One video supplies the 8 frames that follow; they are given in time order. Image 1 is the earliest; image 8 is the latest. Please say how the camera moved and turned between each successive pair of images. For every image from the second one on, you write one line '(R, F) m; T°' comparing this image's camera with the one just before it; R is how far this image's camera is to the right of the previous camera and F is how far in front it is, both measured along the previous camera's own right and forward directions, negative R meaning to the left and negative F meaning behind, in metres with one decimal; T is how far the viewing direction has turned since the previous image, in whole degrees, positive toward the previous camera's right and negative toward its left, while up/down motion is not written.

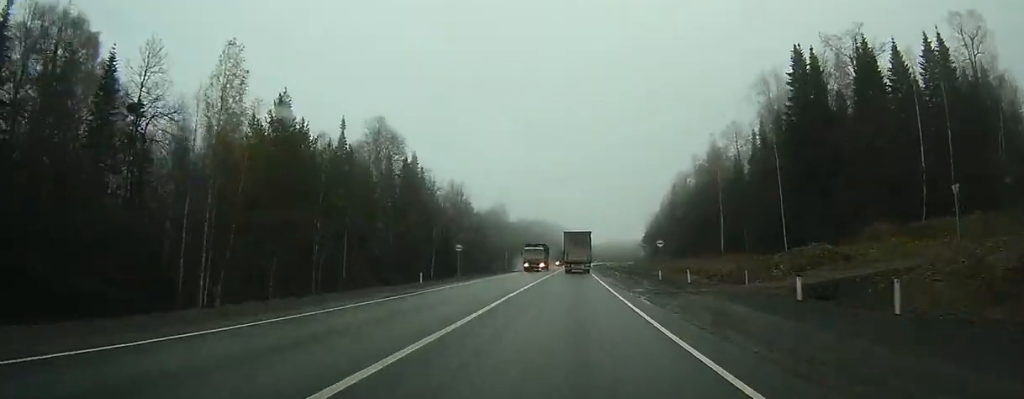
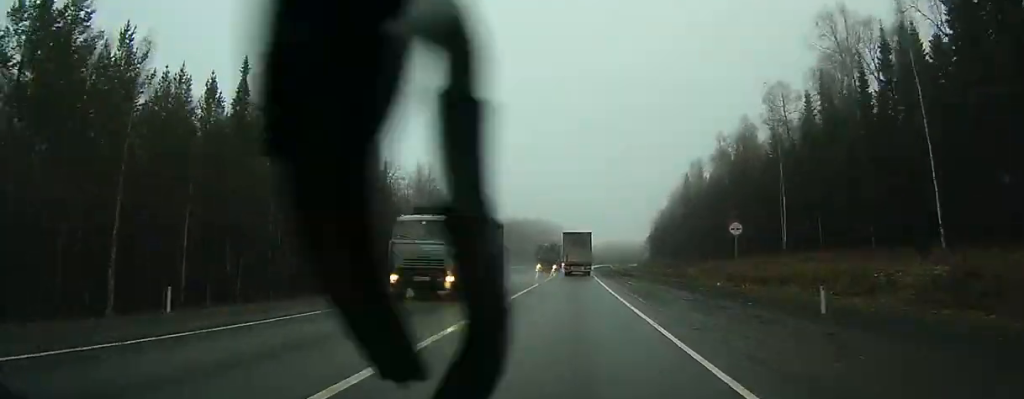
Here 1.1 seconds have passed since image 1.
(+0.1, +26.2) m; 0°
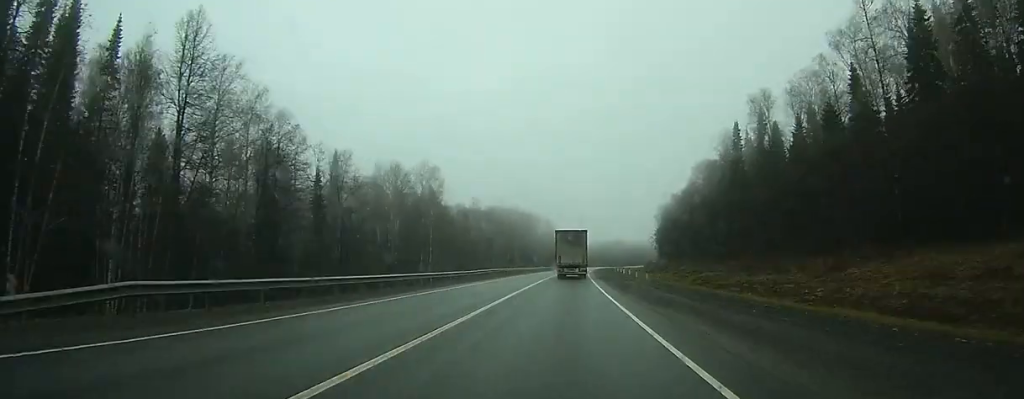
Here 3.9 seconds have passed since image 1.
(+0.3, +66.4) m; +1°
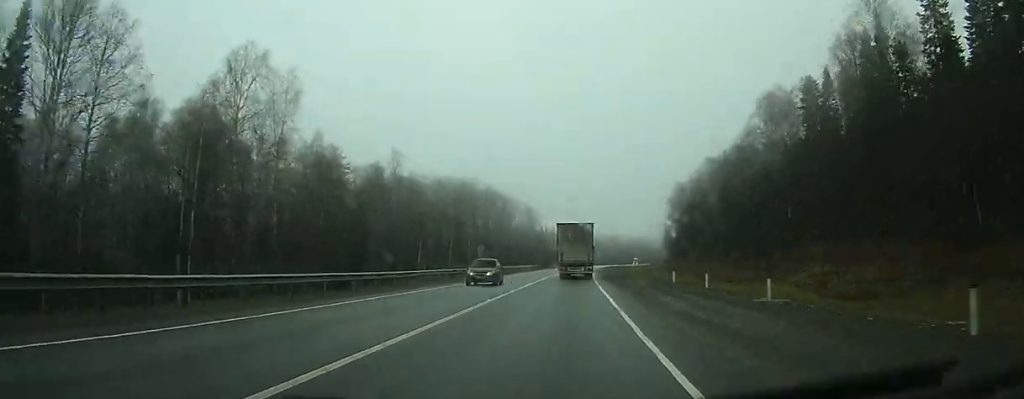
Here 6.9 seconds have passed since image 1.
(+0.7, +66.4) m; +1°
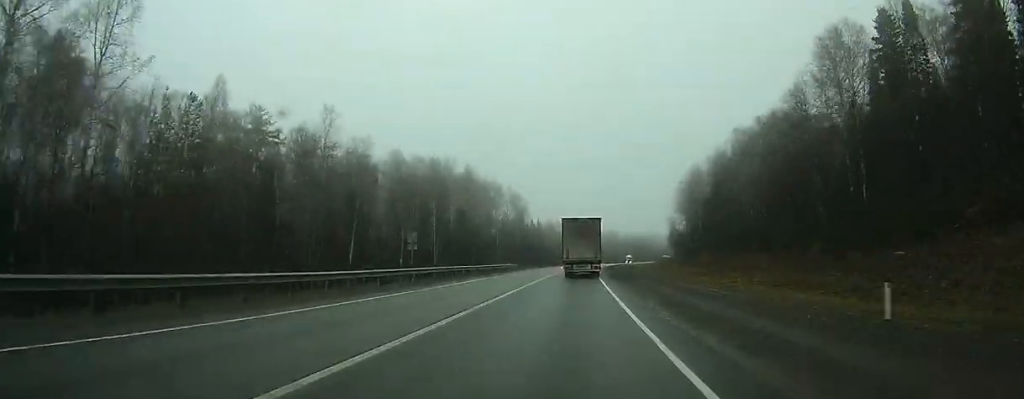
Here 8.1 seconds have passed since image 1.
(0.0, +26.1) m; 0°
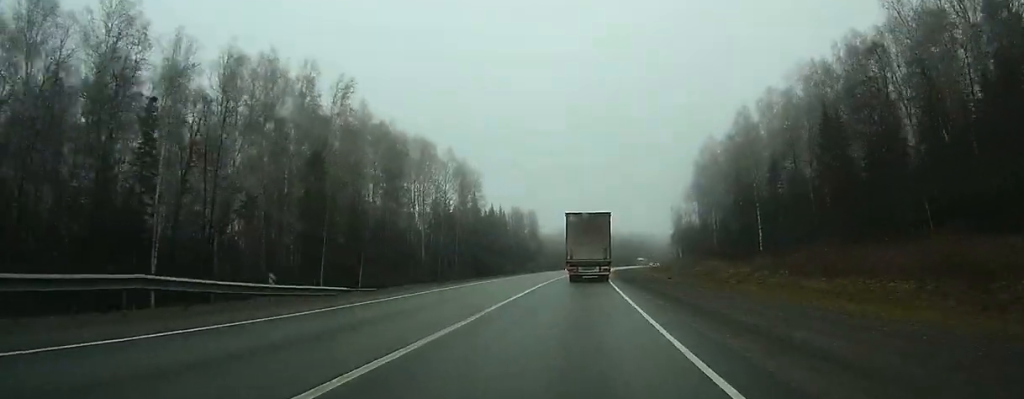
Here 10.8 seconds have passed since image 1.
(+0.7, +60.0) m; +2°
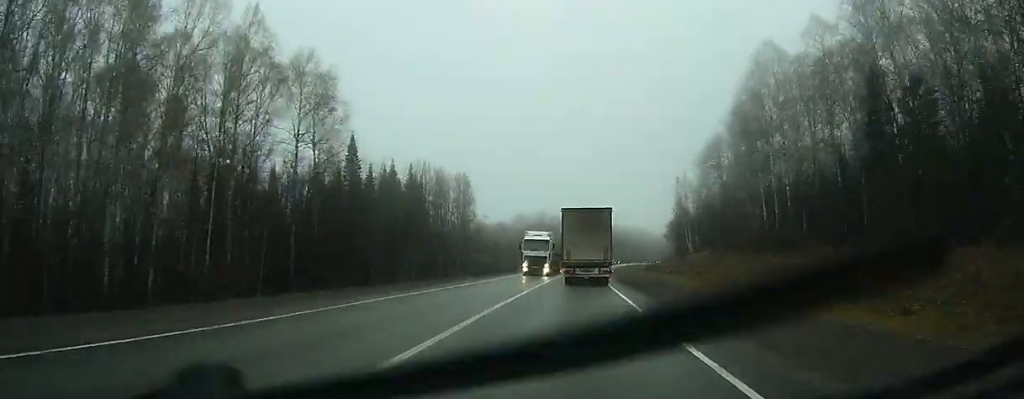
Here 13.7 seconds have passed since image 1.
(+1.5, +67.6) m; +3°
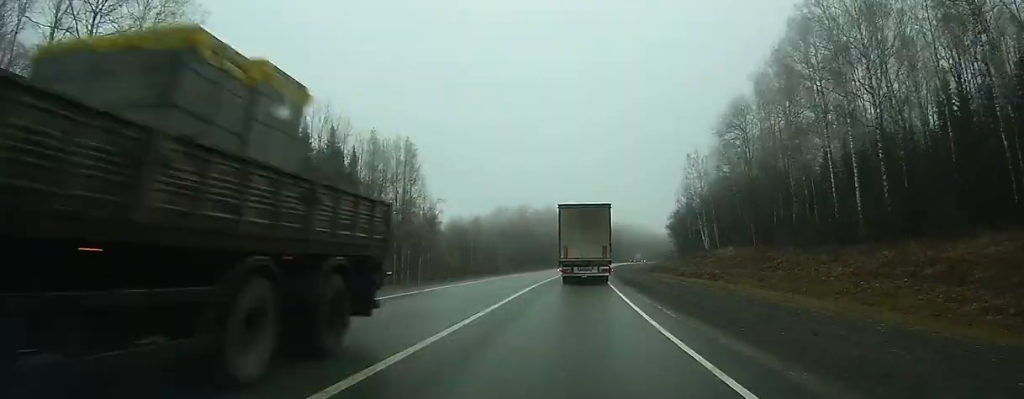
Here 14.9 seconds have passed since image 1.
(+0.4, +29.5) m; +2°
